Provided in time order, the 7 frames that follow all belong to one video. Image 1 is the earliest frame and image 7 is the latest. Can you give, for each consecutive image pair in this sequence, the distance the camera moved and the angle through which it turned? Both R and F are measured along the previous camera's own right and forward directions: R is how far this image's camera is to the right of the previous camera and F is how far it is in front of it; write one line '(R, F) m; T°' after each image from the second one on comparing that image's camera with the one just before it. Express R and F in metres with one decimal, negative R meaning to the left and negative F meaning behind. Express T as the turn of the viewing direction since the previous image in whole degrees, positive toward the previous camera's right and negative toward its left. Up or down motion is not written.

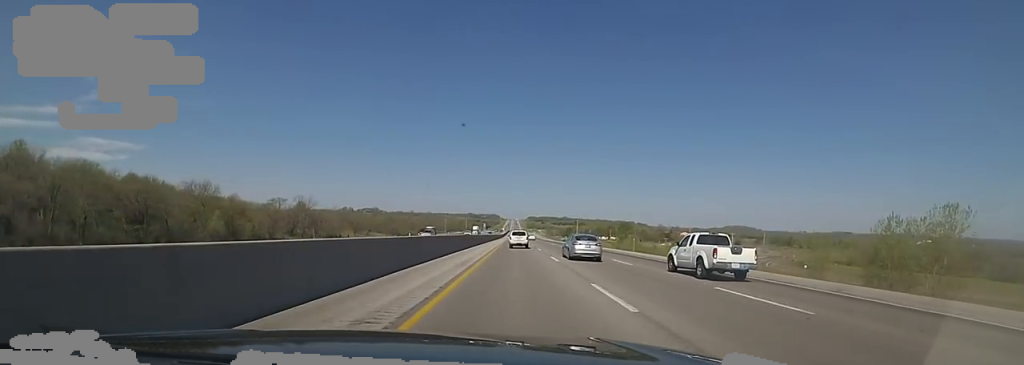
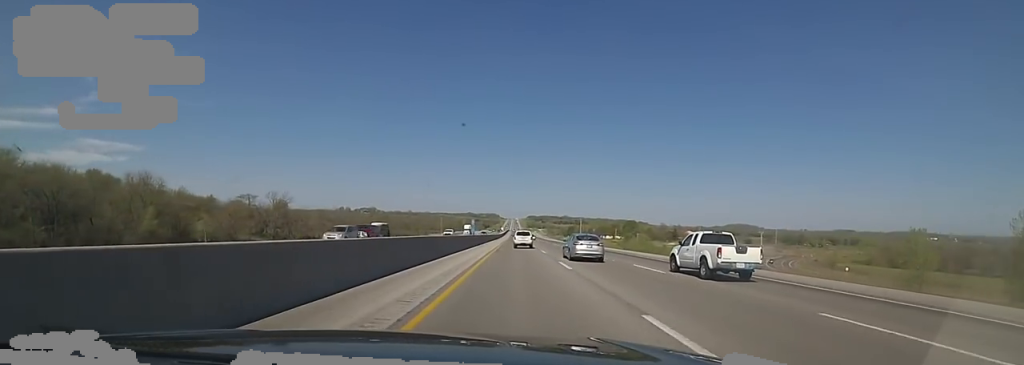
(0.0, +20.7) m; 0°
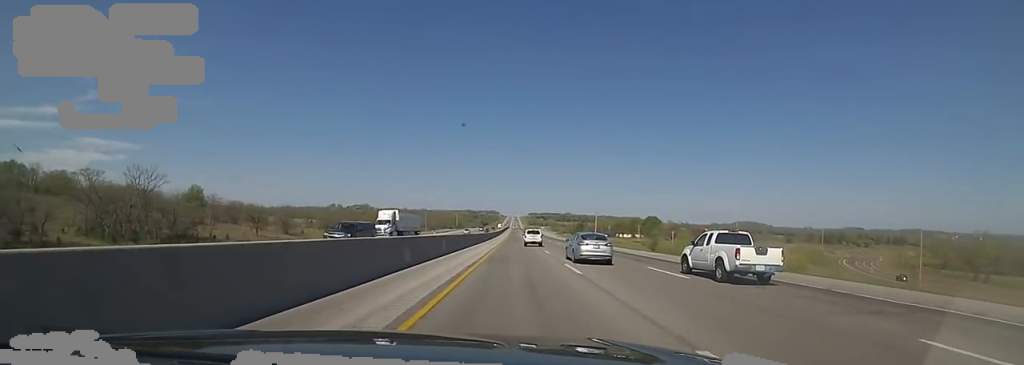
(0.0, +63.9) m; 0°
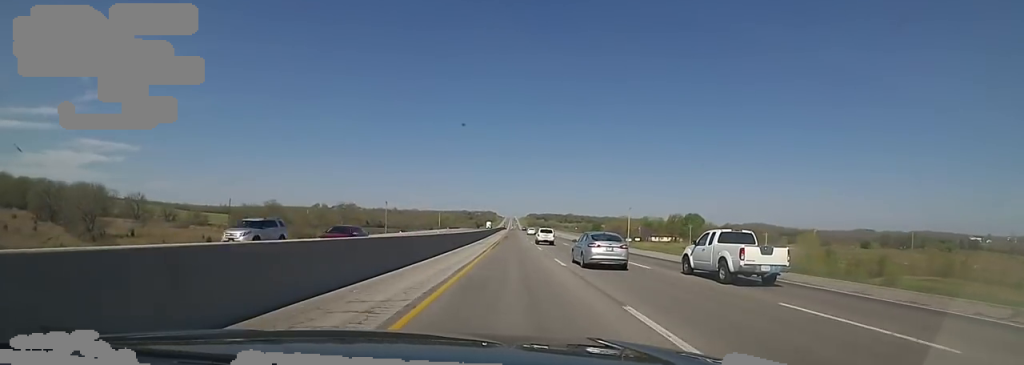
(0.0, +87.3) m; 0°
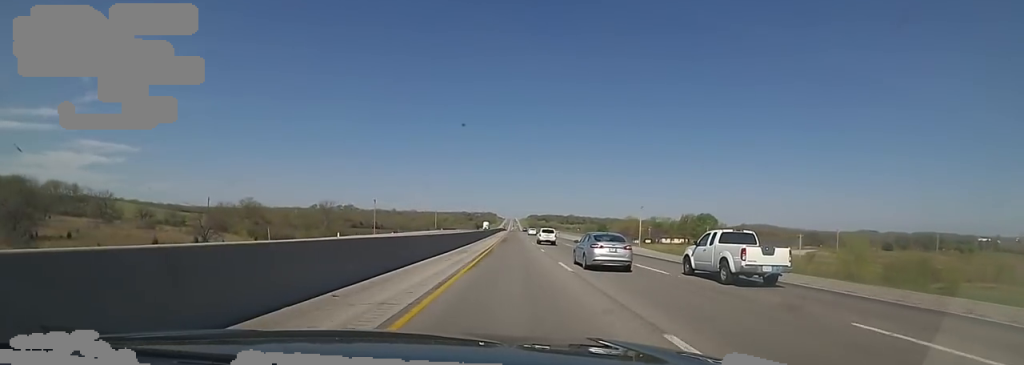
(0.0, +17.7) m; 0°
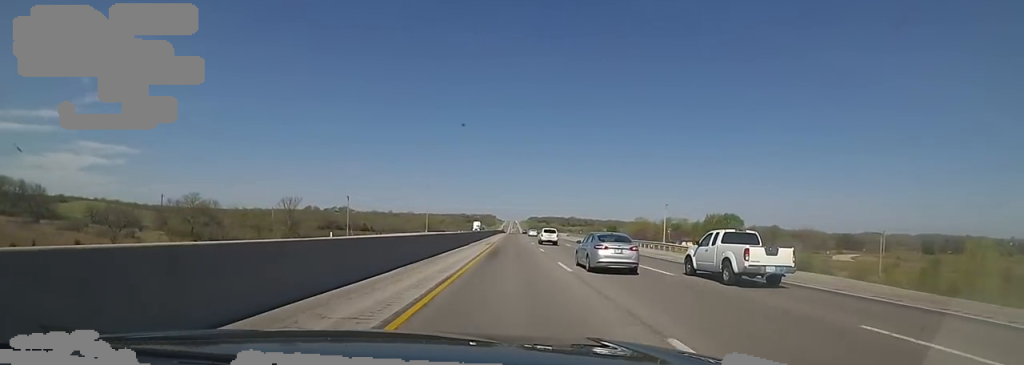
(0.0, +30.8) m; 0°
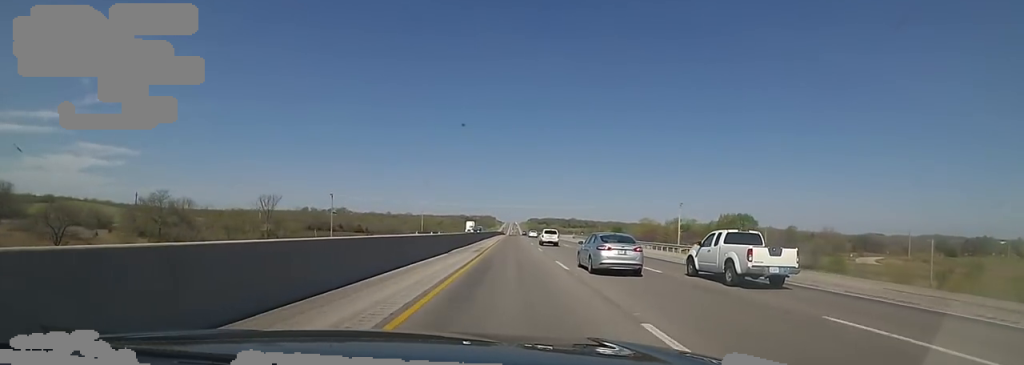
(0.0, +14.2) m; 0°
